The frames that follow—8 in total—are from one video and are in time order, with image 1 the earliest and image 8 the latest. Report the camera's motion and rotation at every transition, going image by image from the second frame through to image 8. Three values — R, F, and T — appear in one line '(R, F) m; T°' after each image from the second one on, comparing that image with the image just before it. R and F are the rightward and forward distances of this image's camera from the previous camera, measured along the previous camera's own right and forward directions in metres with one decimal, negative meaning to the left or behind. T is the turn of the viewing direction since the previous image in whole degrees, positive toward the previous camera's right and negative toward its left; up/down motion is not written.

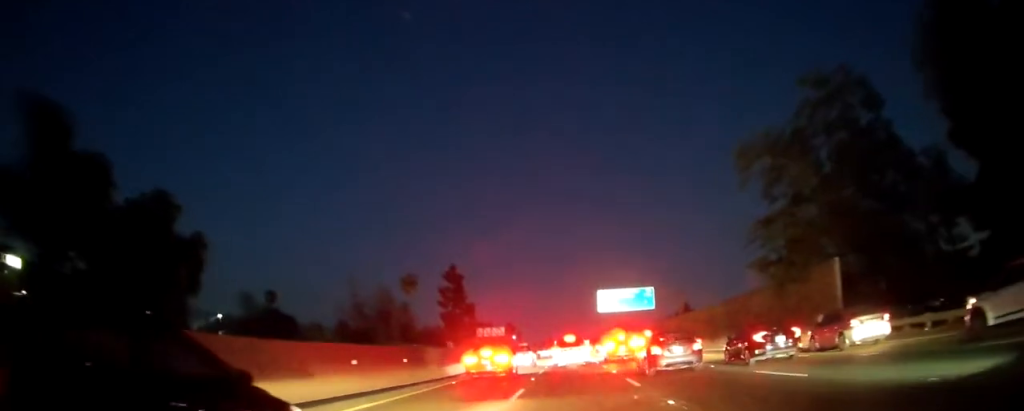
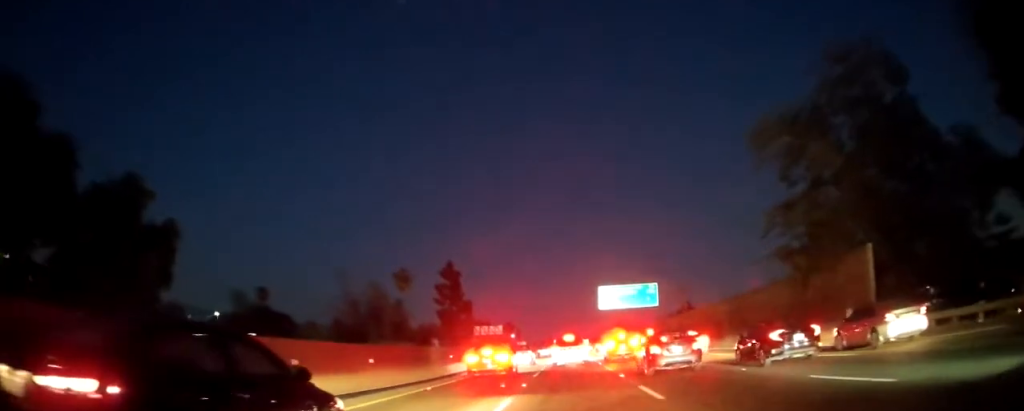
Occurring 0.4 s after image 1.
(0.0, +4.2) m; 0°
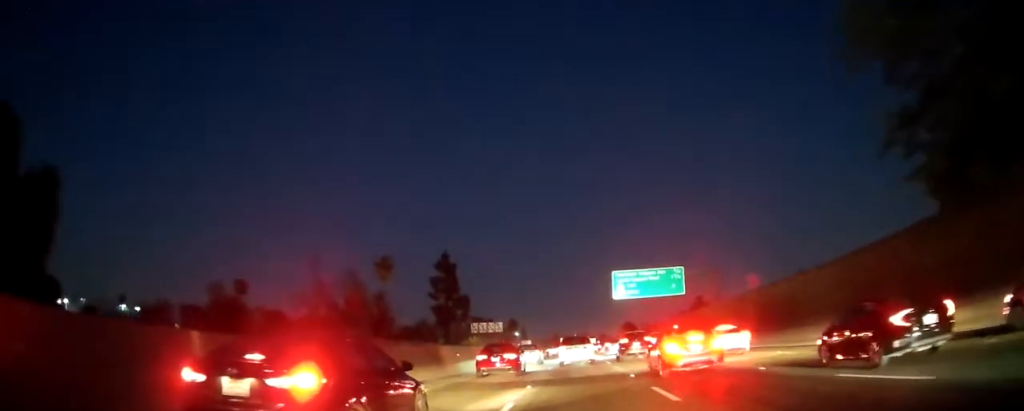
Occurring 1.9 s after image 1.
(0.0, +15.0) m; 0°
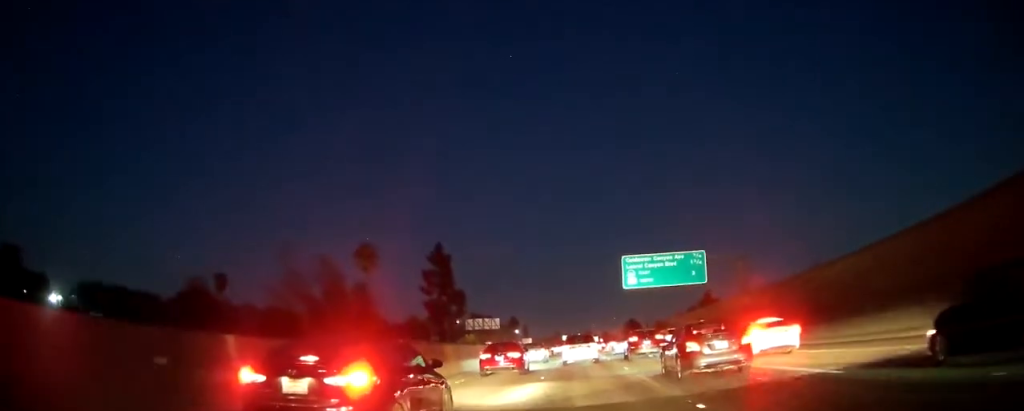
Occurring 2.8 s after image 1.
(0.0, +10.6) m; 0°
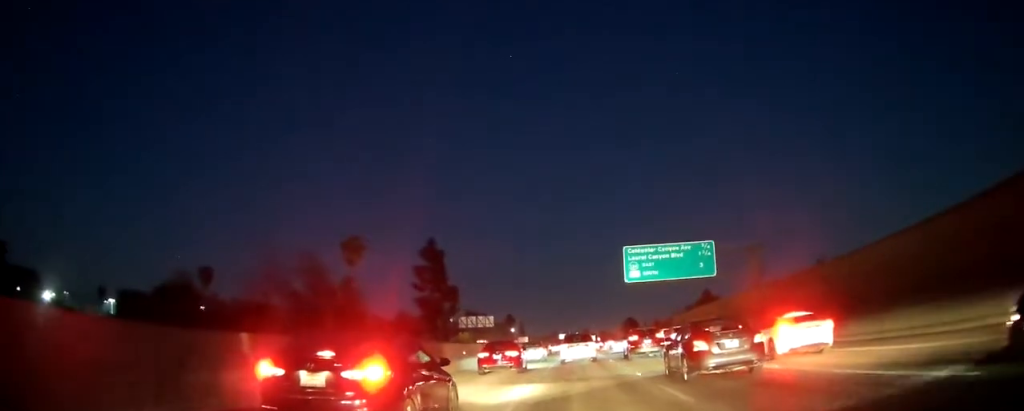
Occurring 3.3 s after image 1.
(0.0, +5.2) m; 0°
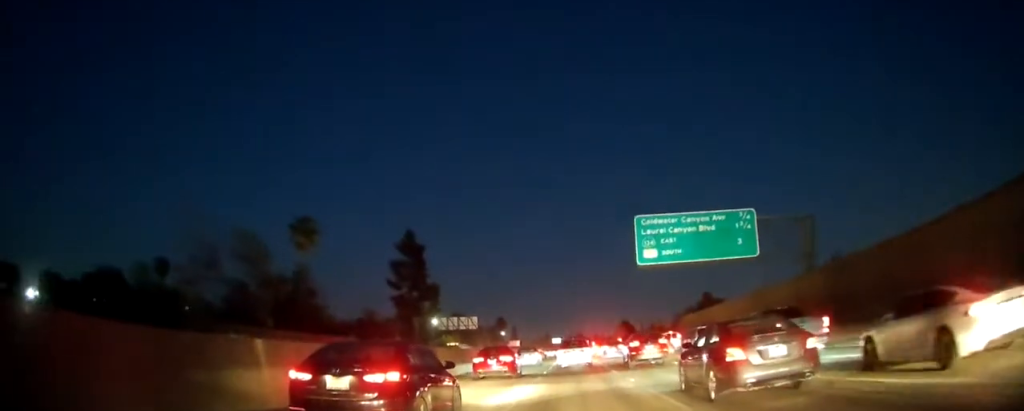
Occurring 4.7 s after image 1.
(0.0, +15.2) m; +1°
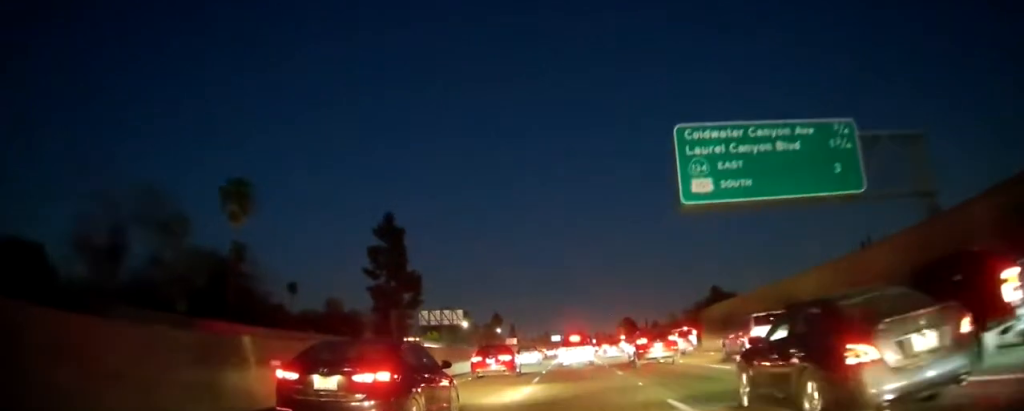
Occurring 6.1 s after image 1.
(+0.1, +15.2) m; 0°
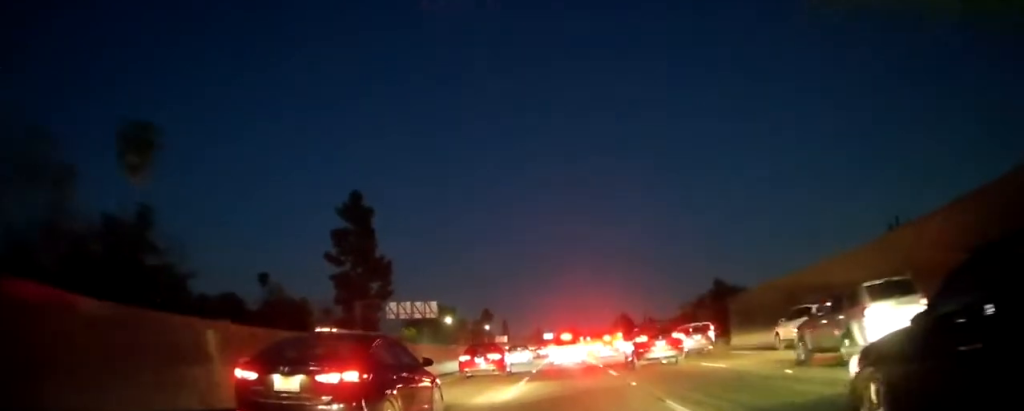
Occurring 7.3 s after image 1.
(-0.1, +14.8) m; -1°
